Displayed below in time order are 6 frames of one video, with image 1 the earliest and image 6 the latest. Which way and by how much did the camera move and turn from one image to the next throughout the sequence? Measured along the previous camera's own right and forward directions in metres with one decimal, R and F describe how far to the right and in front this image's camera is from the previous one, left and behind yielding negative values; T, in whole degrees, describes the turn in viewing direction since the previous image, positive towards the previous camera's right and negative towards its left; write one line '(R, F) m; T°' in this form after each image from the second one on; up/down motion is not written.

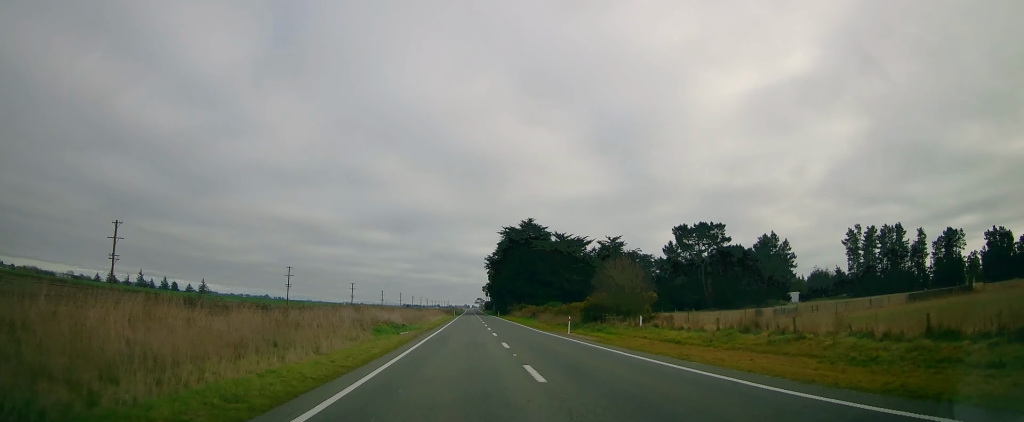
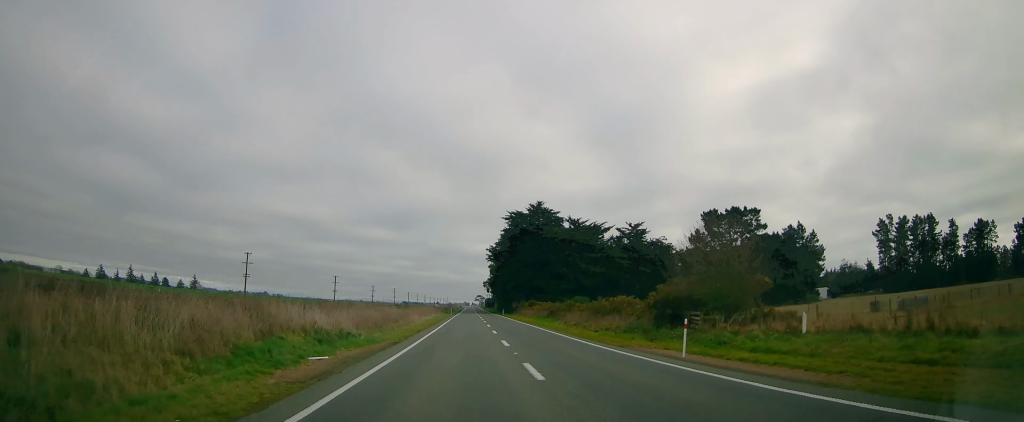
(+0.2, +20.1) m; 0°
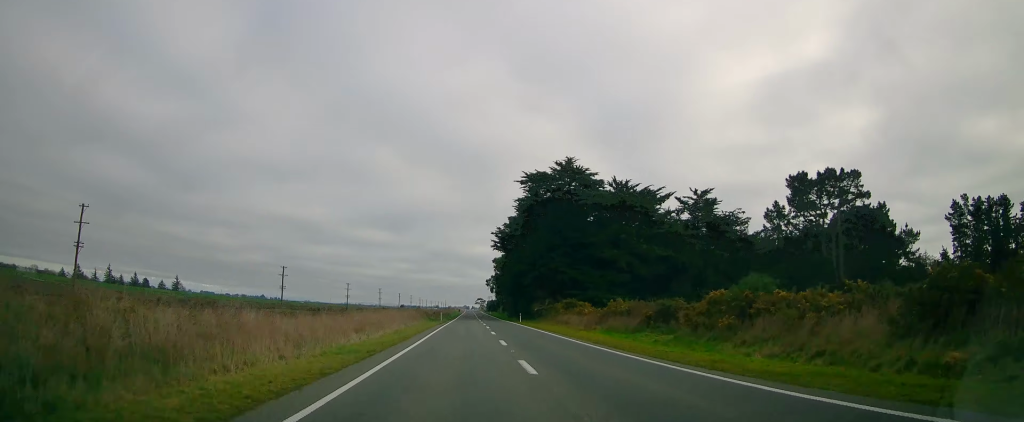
(+0.1, +38.9) m; 0°
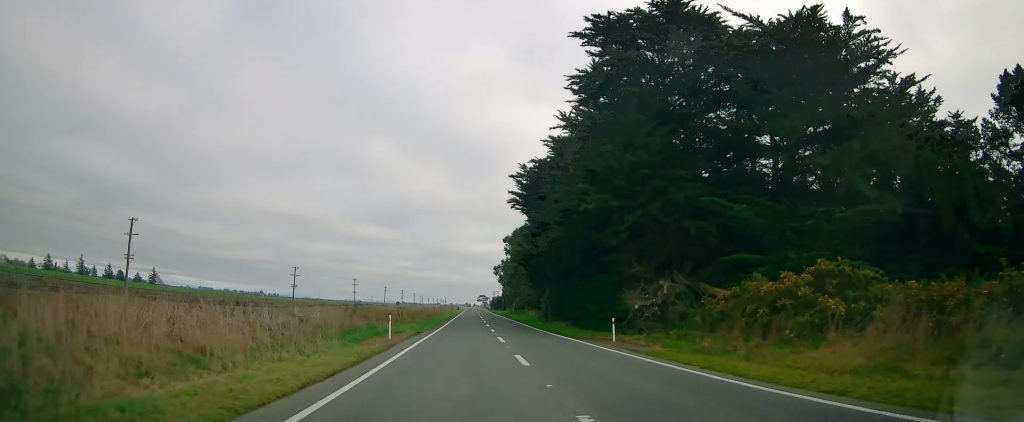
(-0.9, +48.3) m; -1°
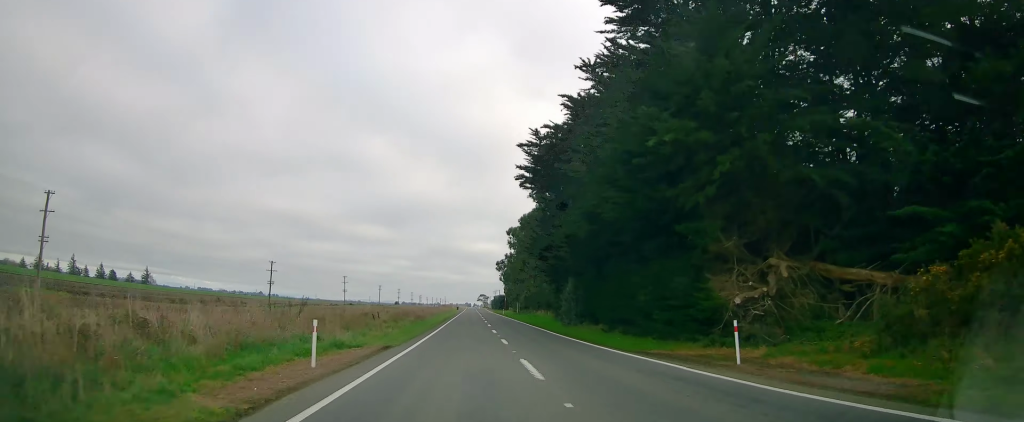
(-0.3, +12.9) m; 0°
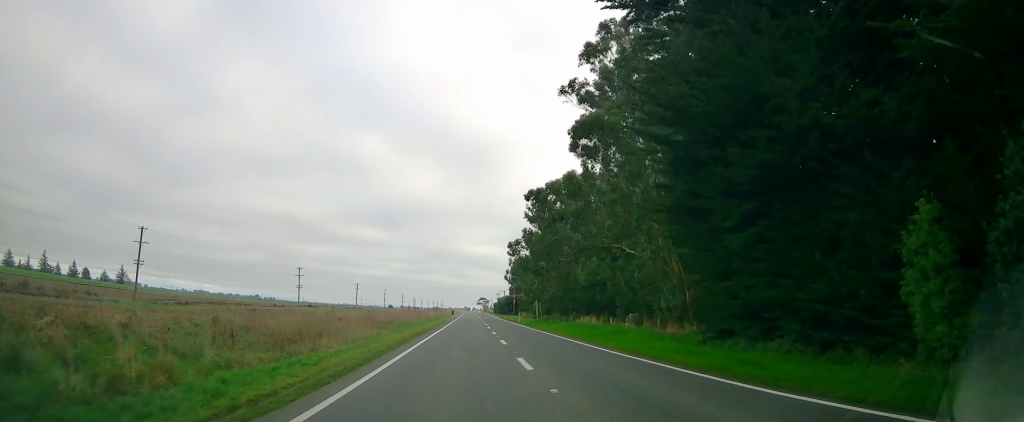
(+0.8, +39.1) m; +1°
